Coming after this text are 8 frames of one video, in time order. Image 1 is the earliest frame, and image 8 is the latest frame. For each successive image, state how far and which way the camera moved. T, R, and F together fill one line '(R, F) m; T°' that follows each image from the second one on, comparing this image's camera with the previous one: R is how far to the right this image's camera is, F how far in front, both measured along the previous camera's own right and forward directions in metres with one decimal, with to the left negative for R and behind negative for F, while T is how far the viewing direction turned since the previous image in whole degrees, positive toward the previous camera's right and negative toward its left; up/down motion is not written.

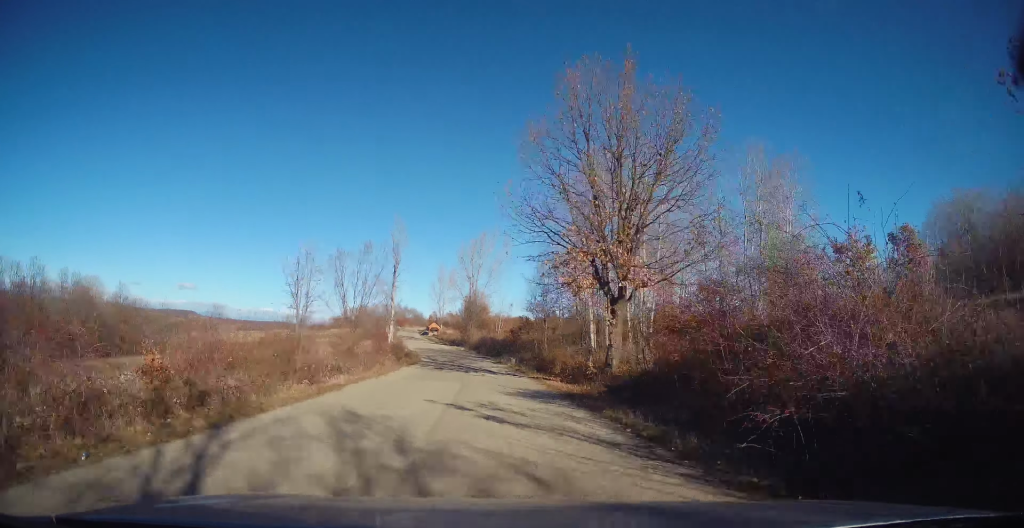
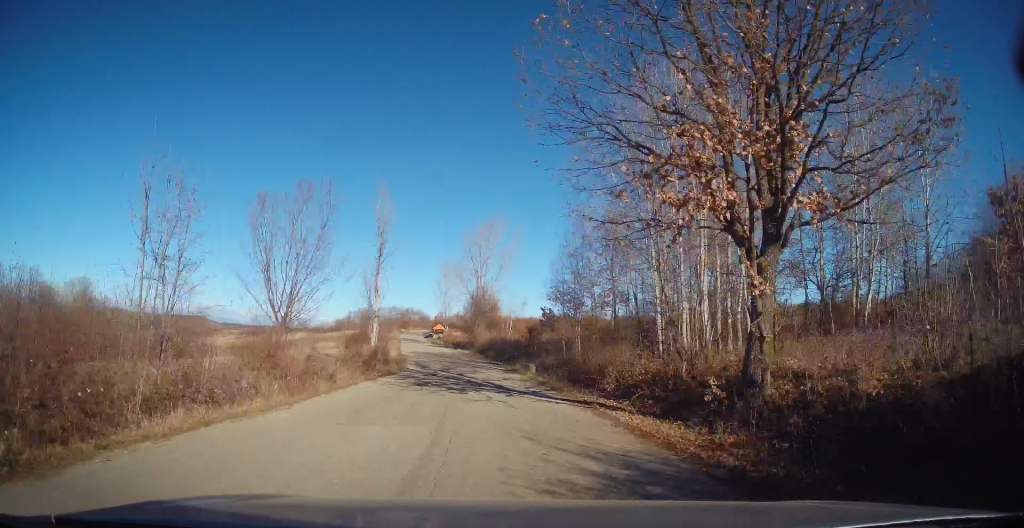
(-0.1, +10.2) m; -1°
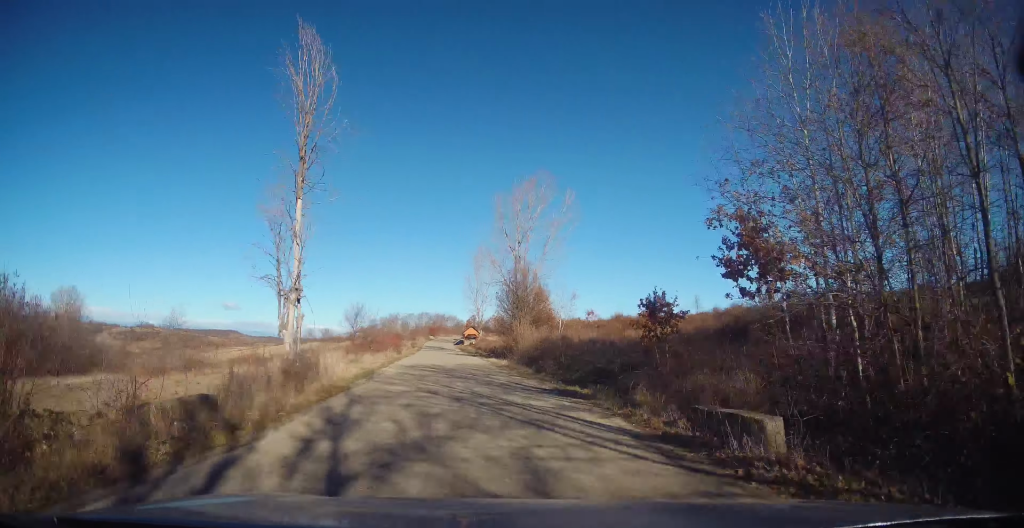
(-0.3, +21.2) m; -2°
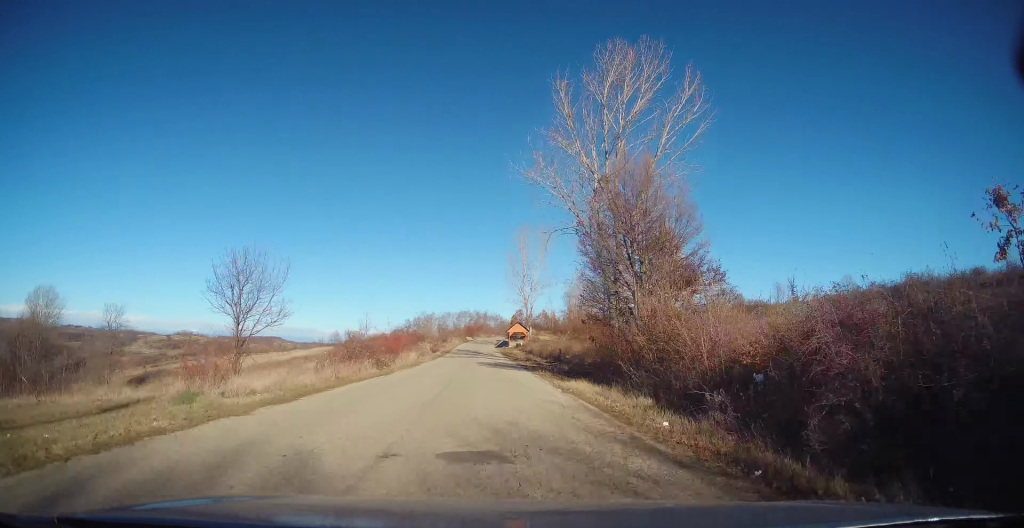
(-0.7, +25.4) m; -4°
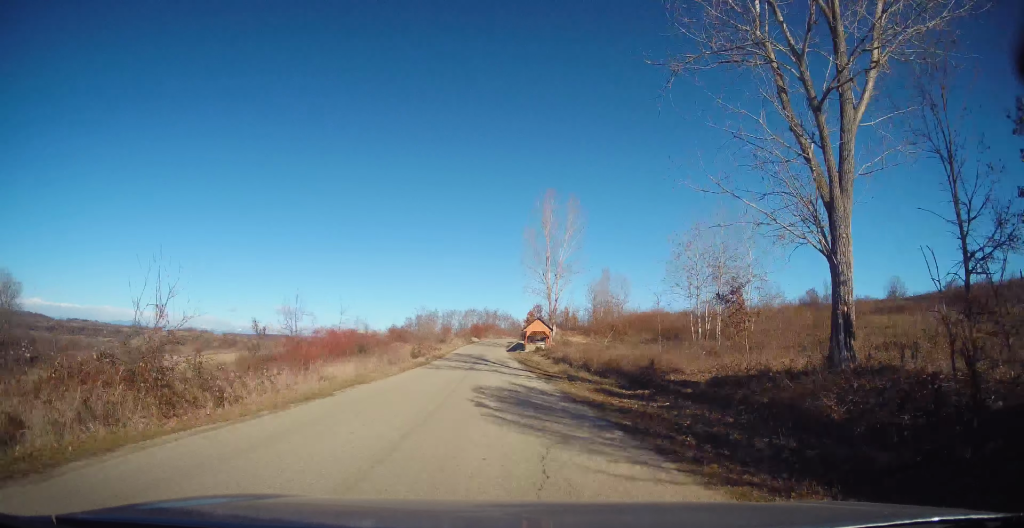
(-0.7, +19.2) m; -3°
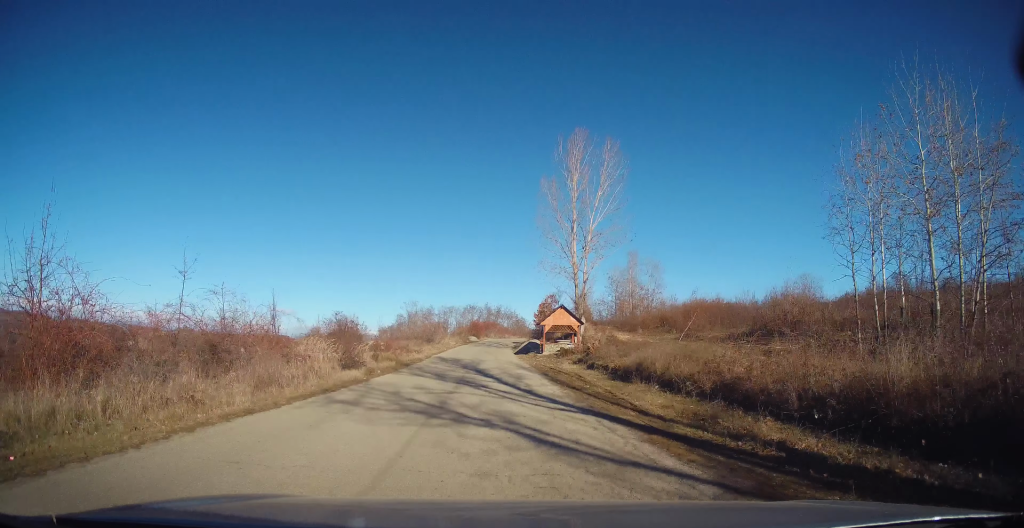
(-0.1, +17.7) m; 0°
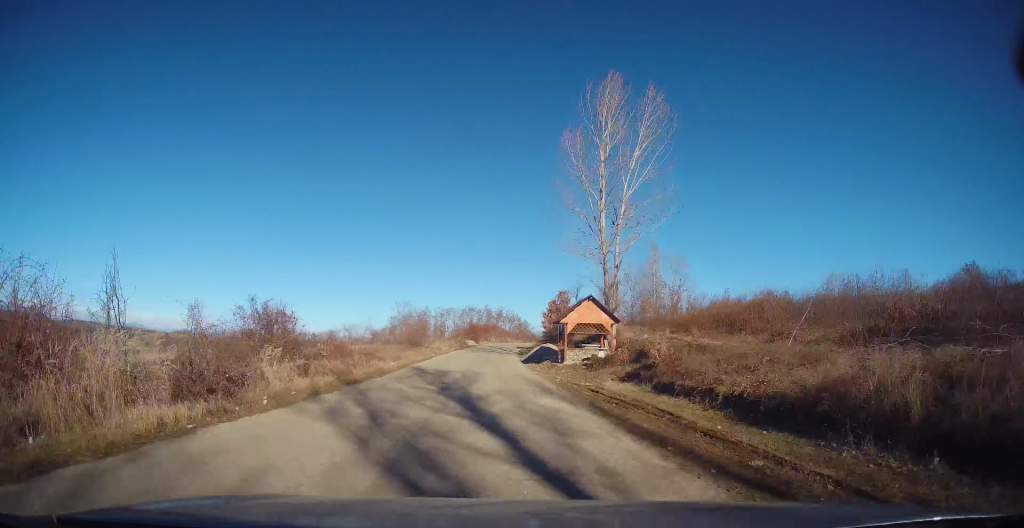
(+0.1, +10.9) m; 0°
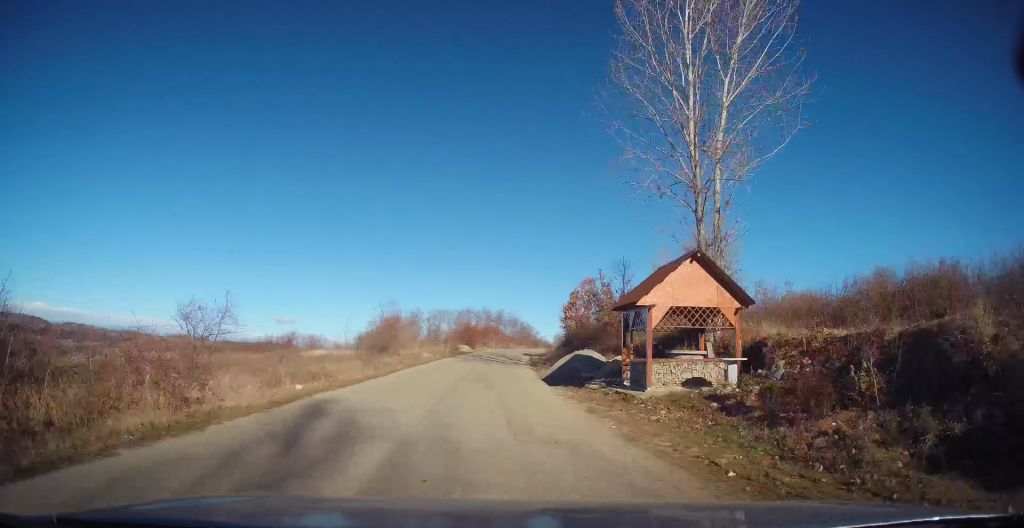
(0.0, +14.9) m; 0°
